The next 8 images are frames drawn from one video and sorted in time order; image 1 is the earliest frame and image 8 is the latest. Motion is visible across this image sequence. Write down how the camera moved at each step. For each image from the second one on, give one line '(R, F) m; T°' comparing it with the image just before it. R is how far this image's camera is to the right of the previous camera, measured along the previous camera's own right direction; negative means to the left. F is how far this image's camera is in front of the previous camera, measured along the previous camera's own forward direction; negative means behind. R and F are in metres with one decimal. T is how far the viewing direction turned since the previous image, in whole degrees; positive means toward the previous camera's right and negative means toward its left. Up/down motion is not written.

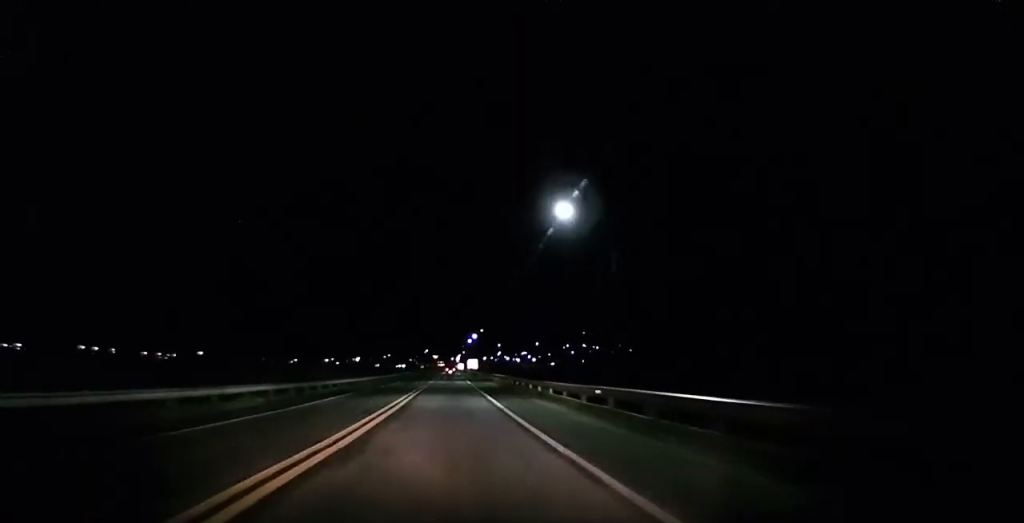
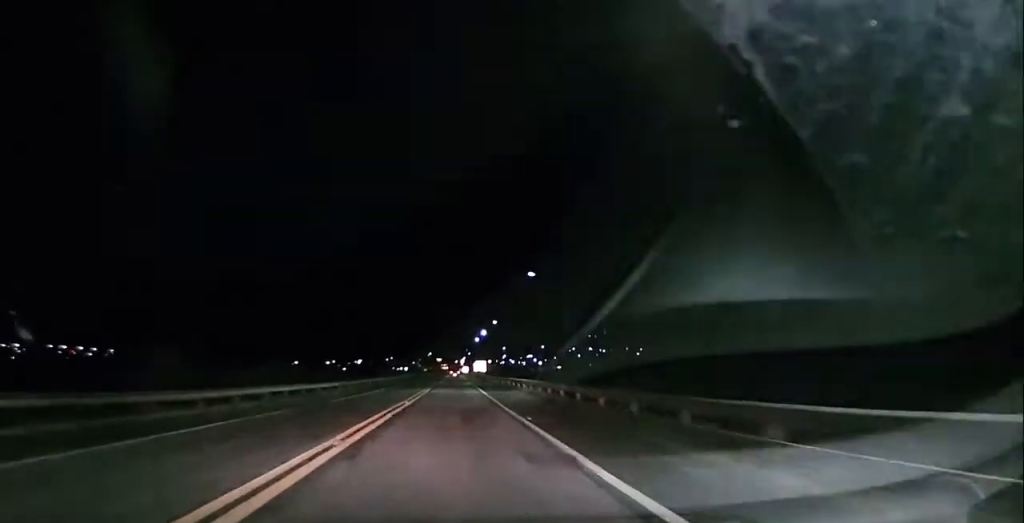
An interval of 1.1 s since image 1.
(-0.1, +21.9) m; 0°
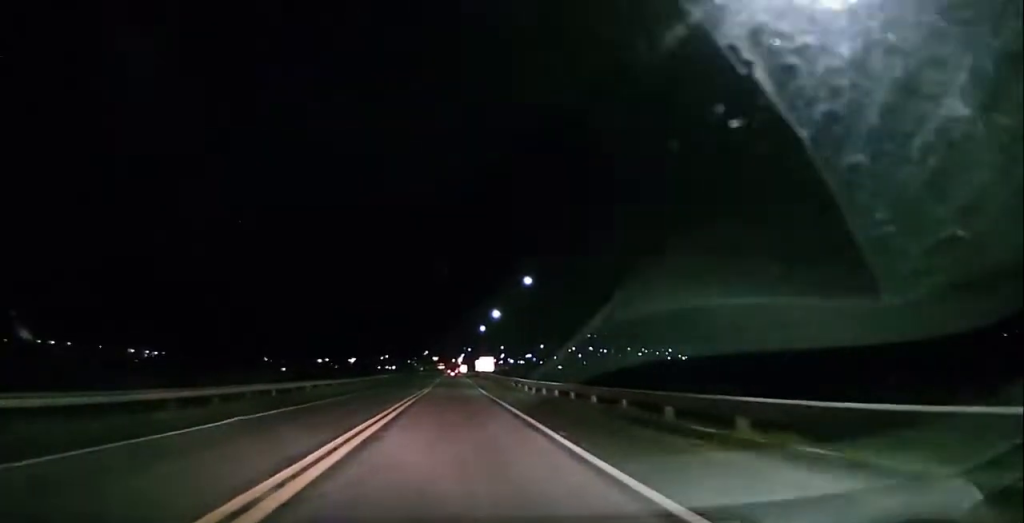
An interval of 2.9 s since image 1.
(0.0, +35.2) m; 0°
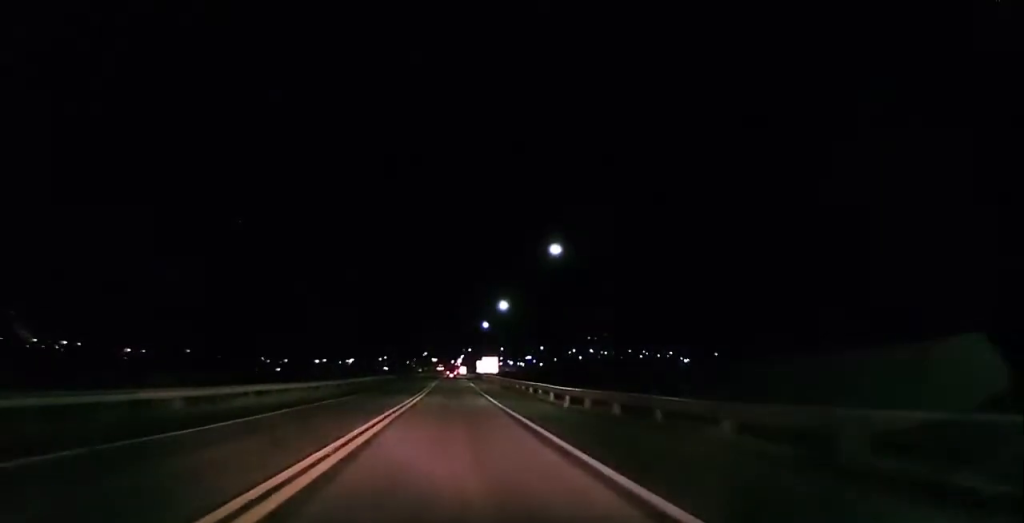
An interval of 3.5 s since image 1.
(0.0, +11.7) m; 0°
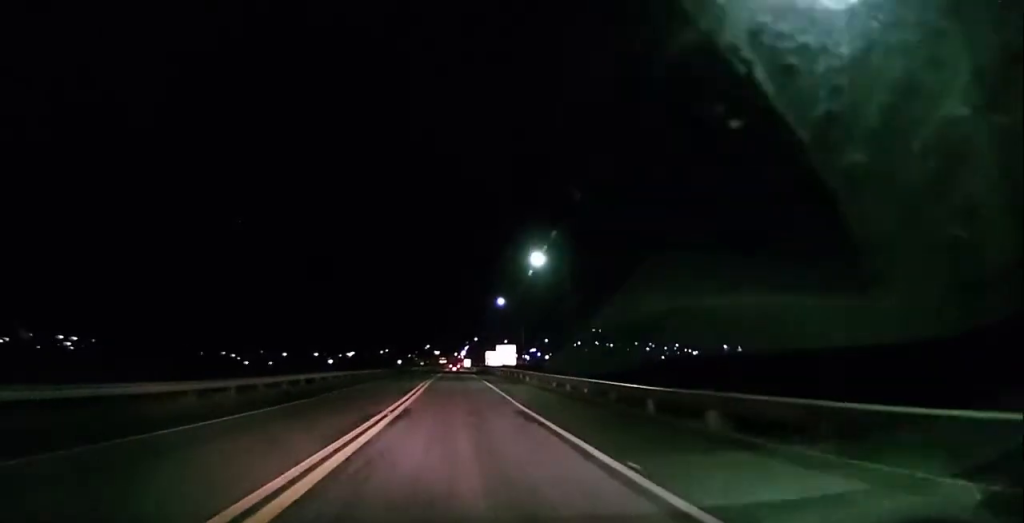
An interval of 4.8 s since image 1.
(-0.1, +23.8) m; -1°
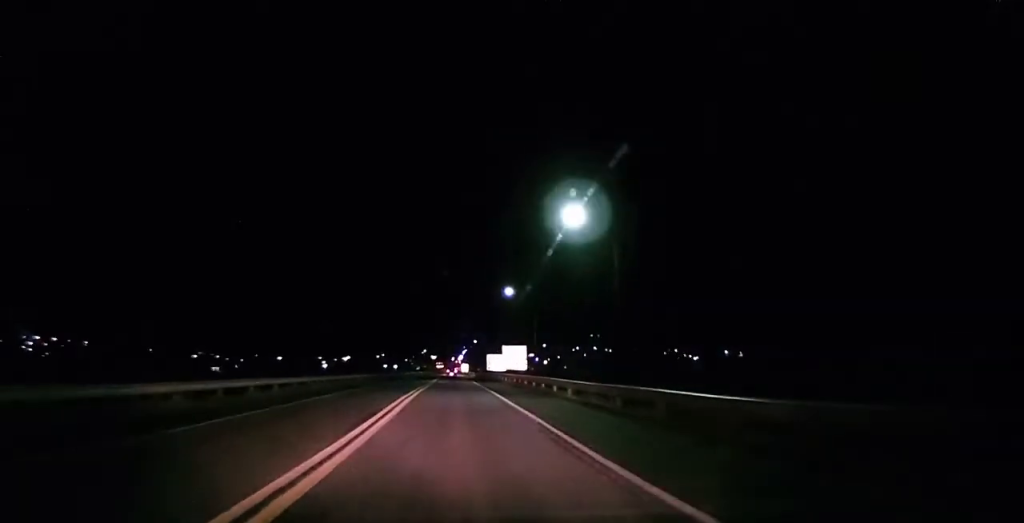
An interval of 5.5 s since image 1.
(-0.3, +13.4) m; 0°
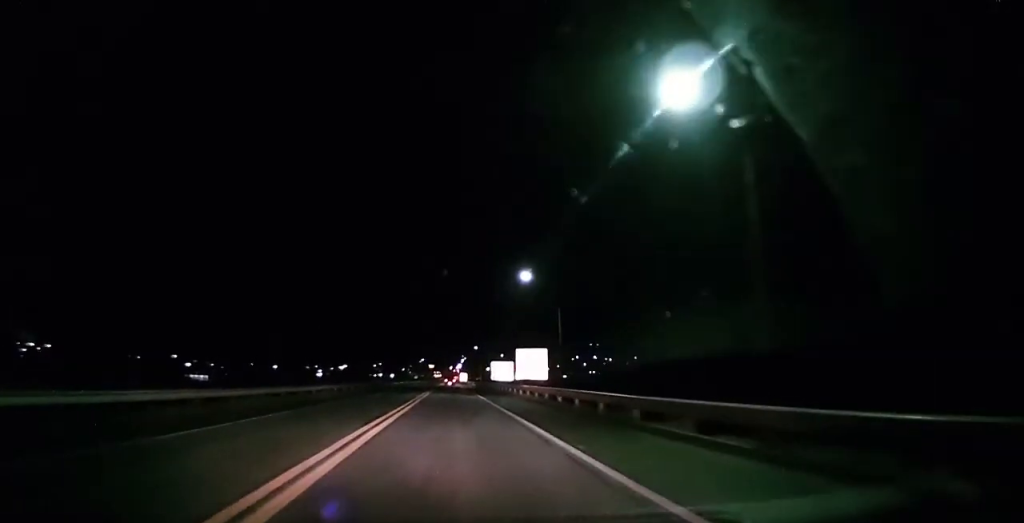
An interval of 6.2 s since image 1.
(+0.4, +14.5) m; +1°
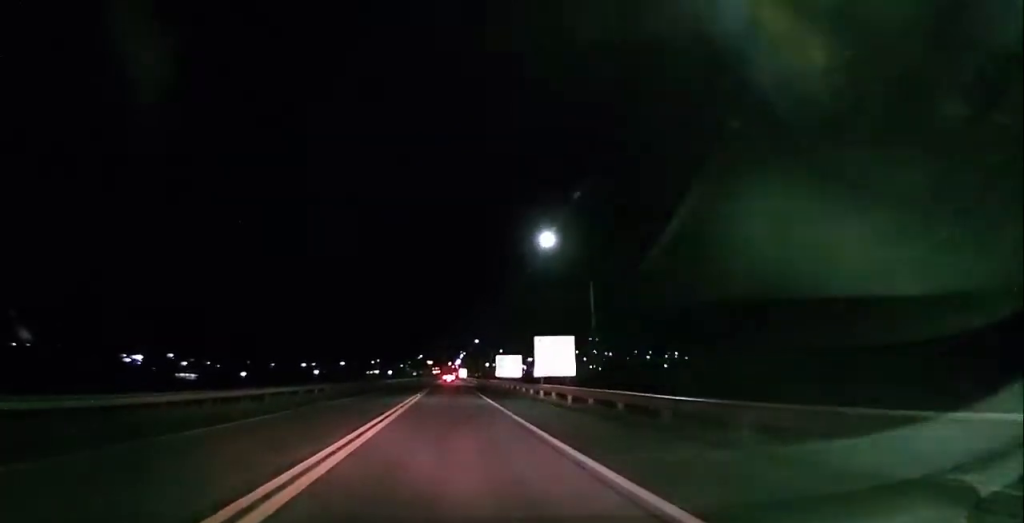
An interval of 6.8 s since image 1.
(+0.1, +11.3) m; 0°
